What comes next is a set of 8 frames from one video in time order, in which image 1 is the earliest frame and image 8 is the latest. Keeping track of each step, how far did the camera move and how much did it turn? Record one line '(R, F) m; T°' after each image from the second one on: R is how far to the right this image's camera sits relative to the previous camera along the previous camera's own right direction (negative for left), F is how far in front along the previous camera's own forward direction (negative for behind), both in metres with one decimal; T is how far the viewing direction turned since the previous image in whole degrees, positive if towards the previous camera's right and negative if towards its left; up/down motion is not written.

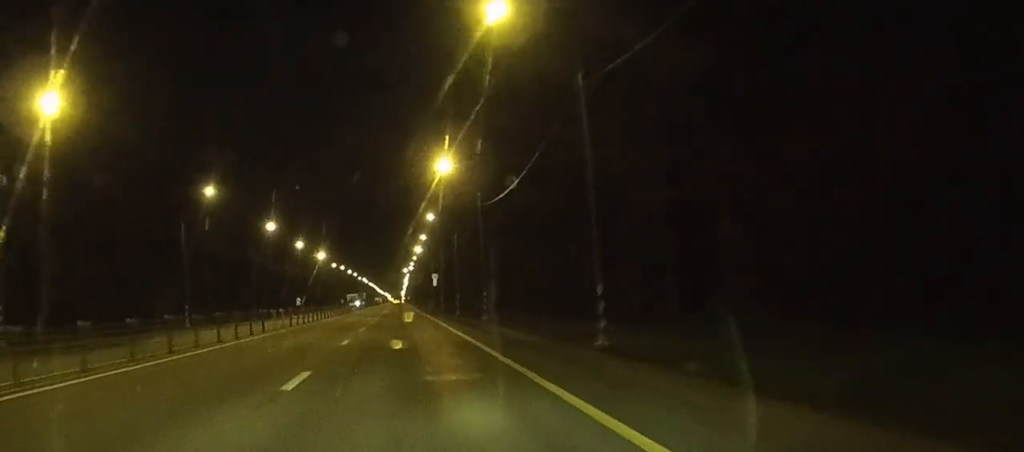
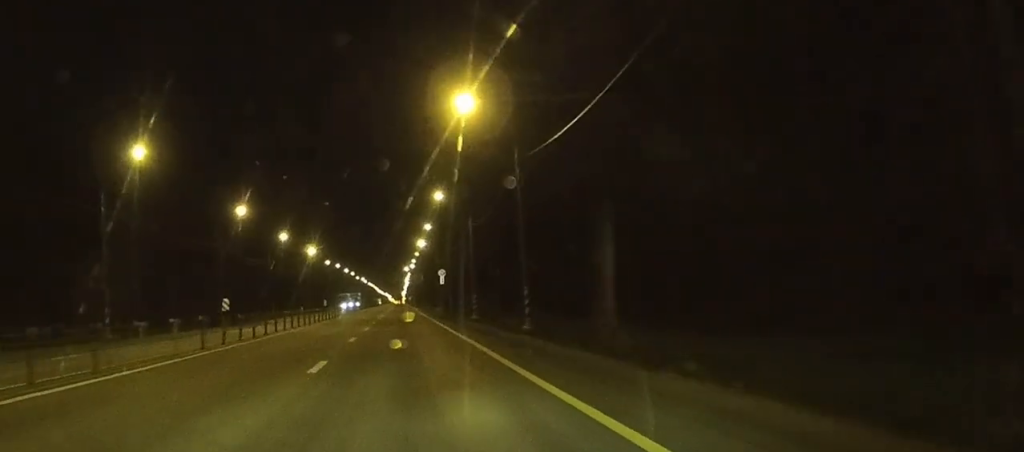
(+0.1, +20.3) m; 0°
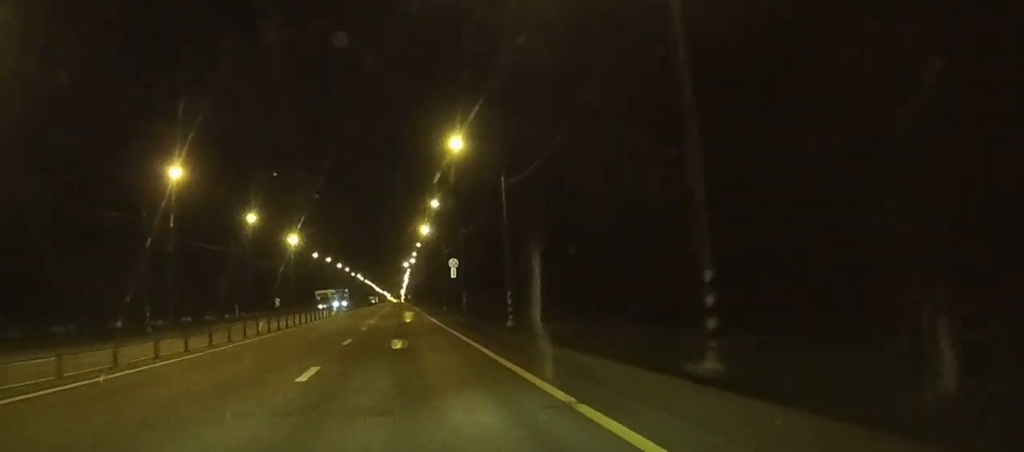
(-0.1, +25.5) m; 0°
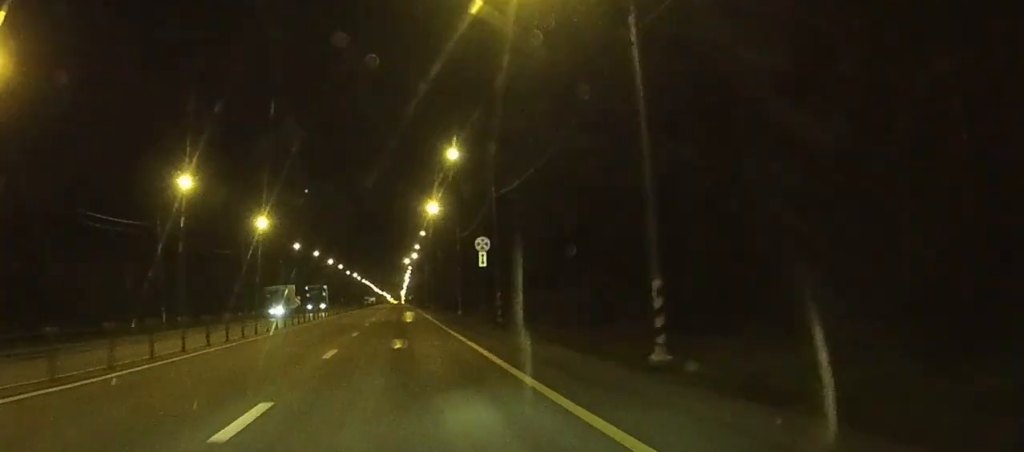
(0.0, +30.1) m; 0°
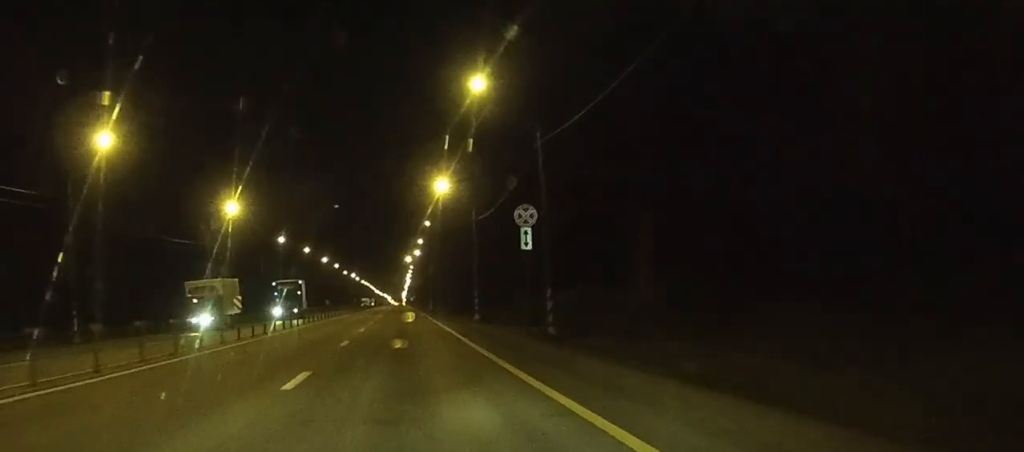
(0.0, +18.8) m; 0°
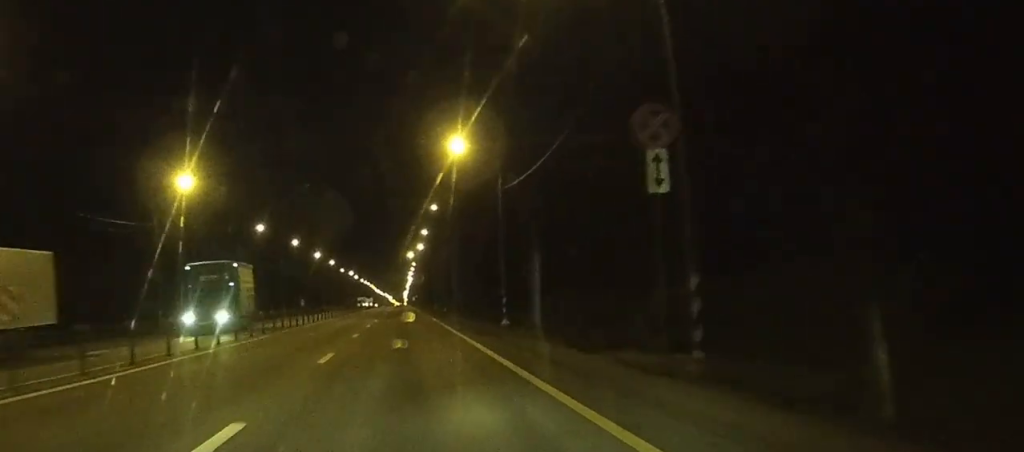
(0.0, +18.8) m; 0°
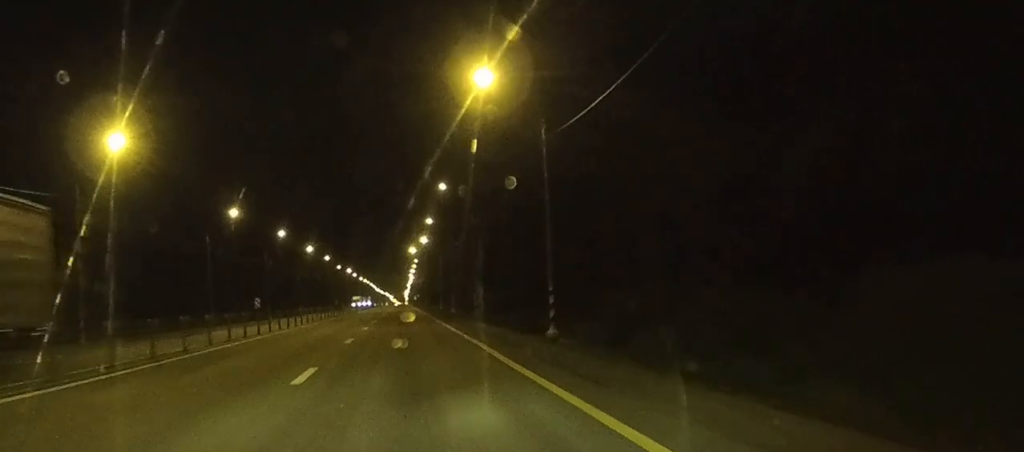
(0.0, +16.6) m; 0°
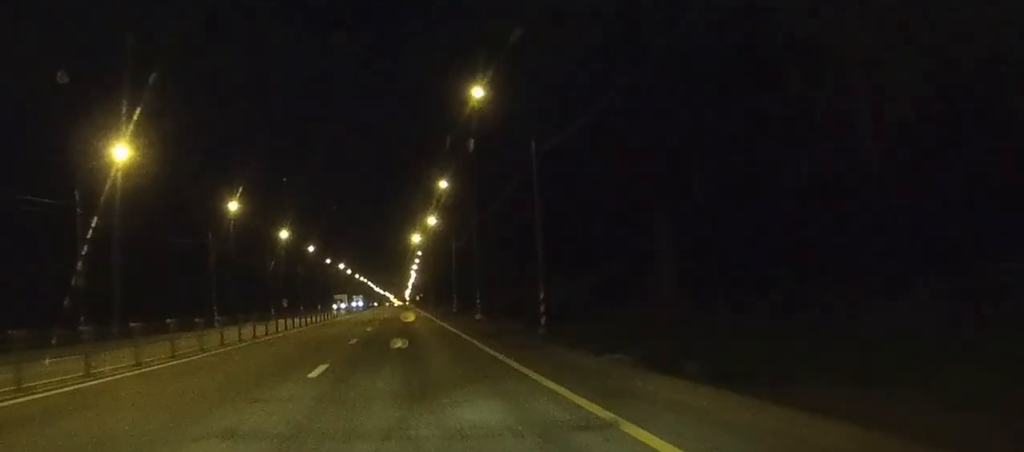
(0.0, +34.6) m; 0°
